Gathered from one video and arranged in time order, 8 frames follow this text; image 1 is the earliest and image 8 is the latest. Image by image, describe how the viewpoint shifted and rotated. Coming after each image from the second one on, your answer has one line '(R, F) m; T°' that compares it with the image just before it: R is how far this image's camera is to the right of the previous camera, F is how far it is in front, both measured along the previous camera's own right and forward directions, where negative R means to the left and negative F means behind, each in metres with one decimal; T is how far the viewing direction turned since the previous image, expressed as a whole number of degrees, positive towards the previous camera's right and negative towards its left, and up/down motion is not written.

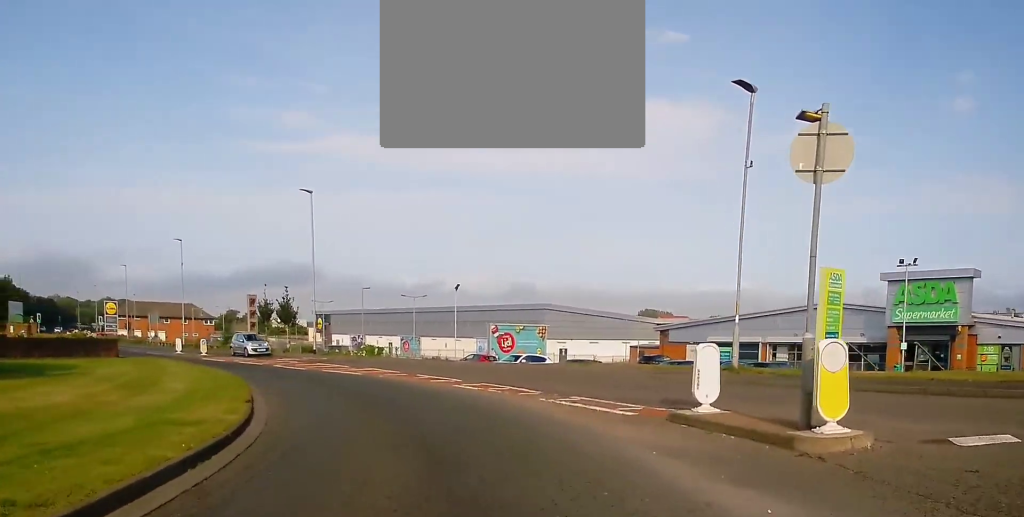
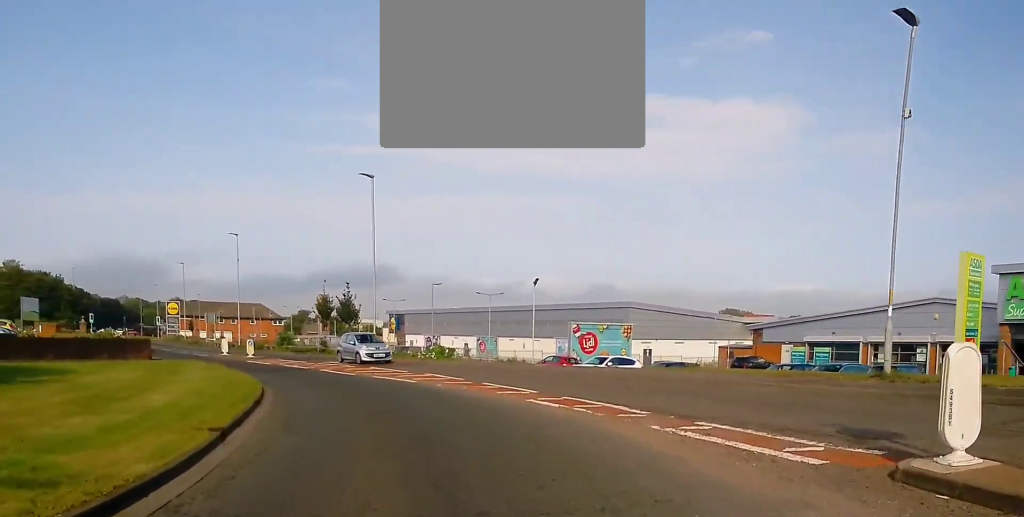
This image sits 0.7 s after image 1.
(-0.6, +5.2) m; -7°
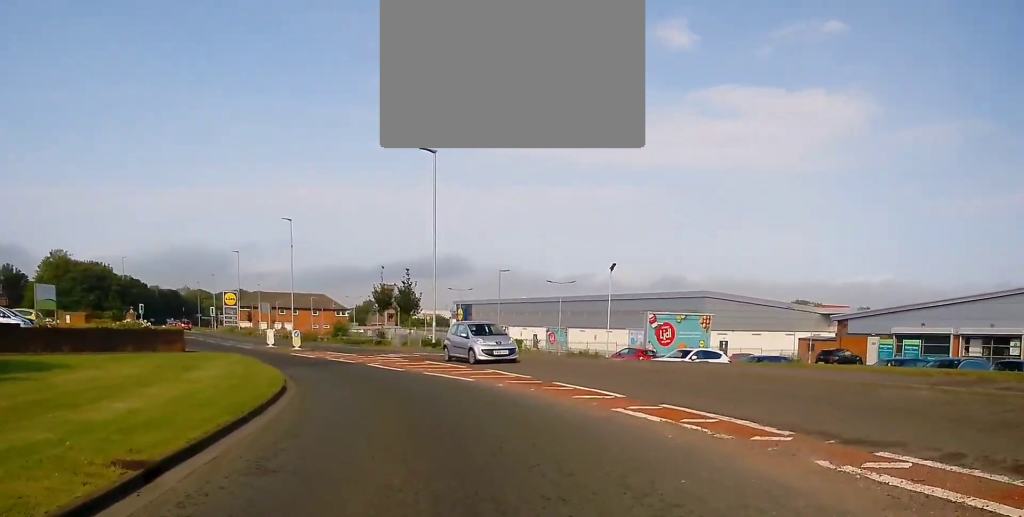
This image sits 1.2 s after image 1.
(-0.2, +3.8) m; -4°
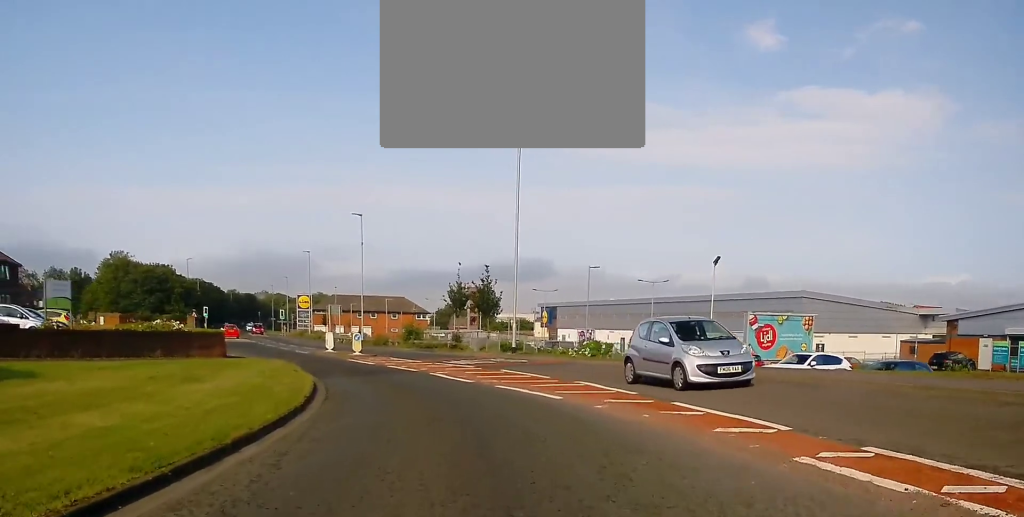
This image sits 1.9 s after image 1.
(0.0, +5.1) m; -3°
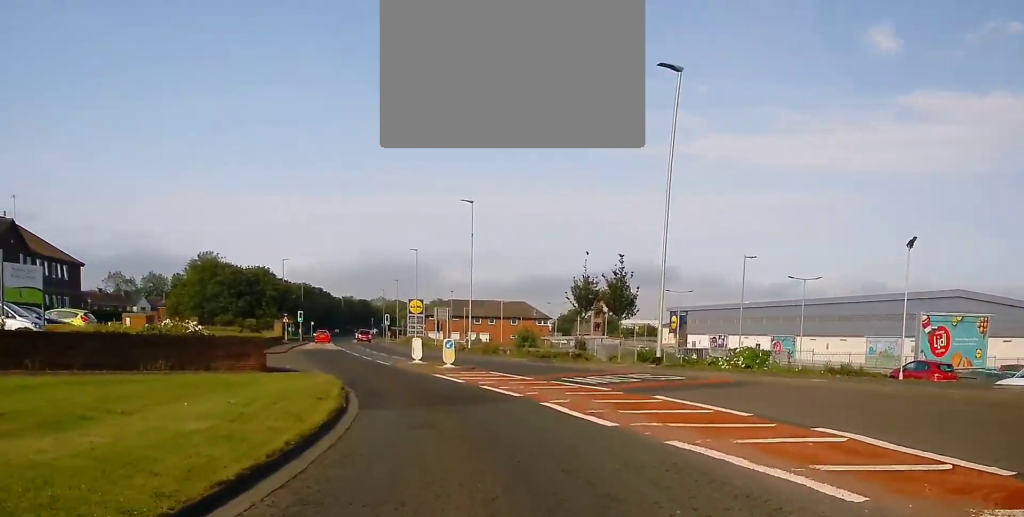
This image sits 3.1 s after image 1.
(-0.6, +9.1) m; -12°
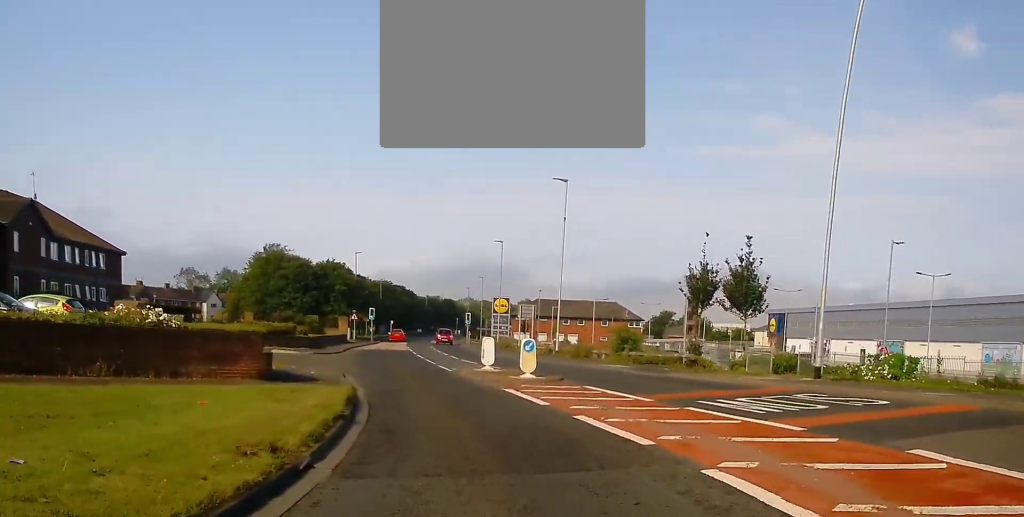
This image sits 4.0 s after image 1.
(-0.9, +7.6) m; -7°
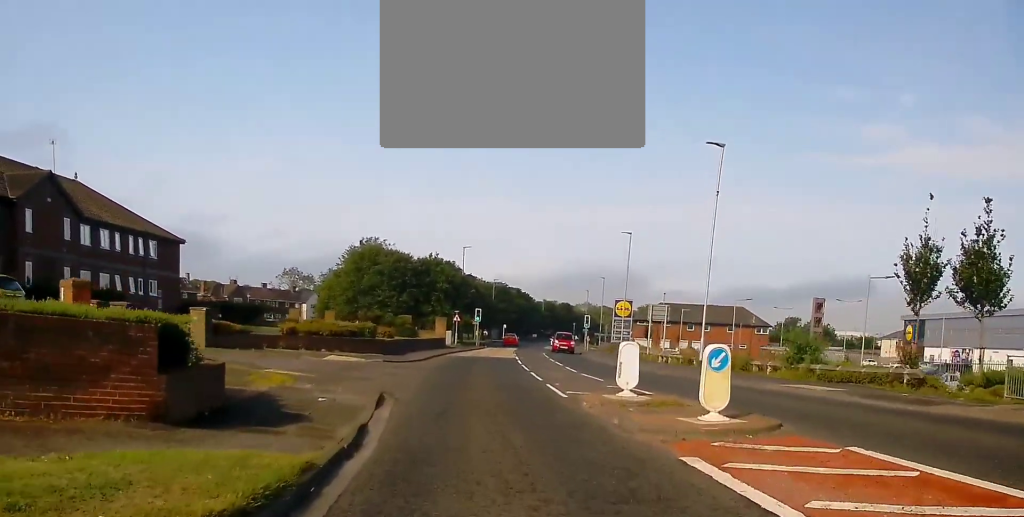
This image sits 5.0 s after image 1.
(-0.4, +9.9) m; -6°
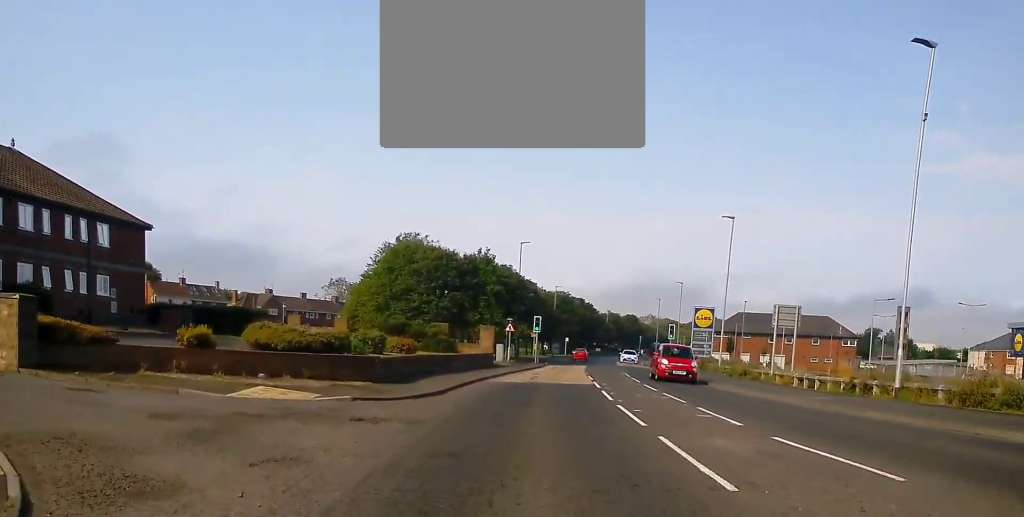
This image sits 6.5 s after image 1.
(-1.1, +14.8) m; -5°
